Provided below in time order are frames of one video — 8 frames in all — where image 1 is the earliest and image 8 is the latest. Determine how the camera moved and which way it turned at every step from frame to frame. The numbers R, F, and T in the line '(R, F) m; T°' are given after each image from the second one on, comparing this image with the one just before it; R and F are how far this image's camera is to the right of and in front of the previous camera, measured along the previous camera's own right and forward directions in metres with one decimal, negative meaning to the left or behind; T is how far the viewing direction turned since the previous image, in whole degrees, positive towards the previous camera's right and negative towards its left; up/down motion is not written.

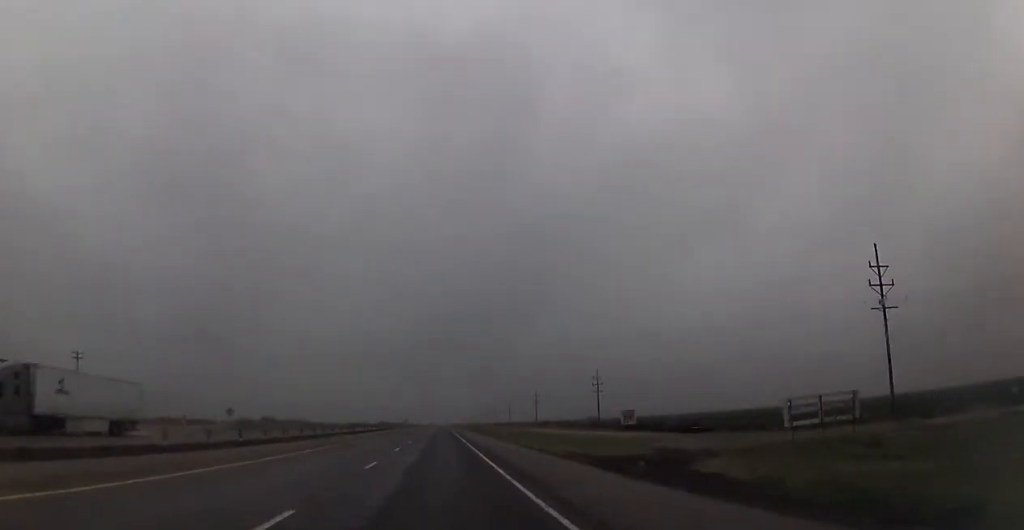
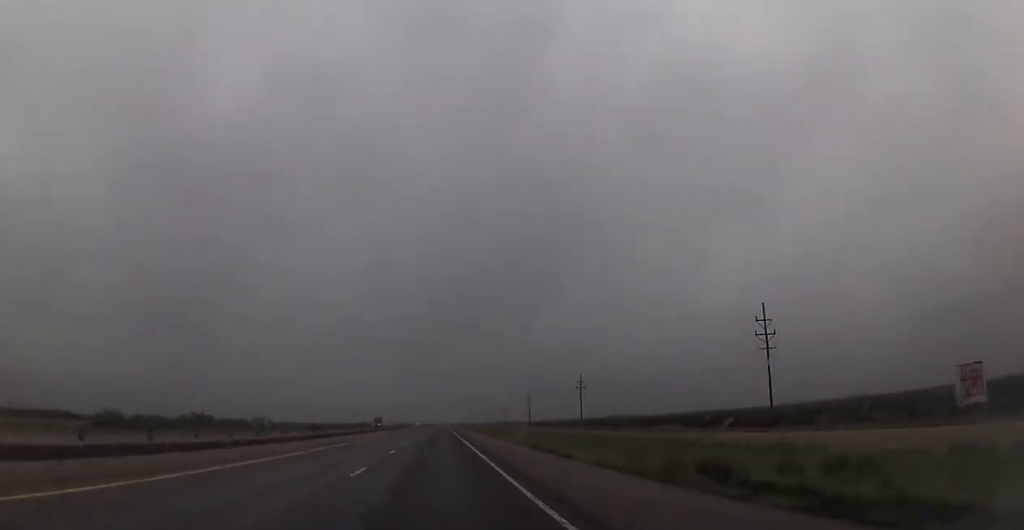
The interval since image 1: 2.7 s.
(+0.3, +99.3) m; 0°
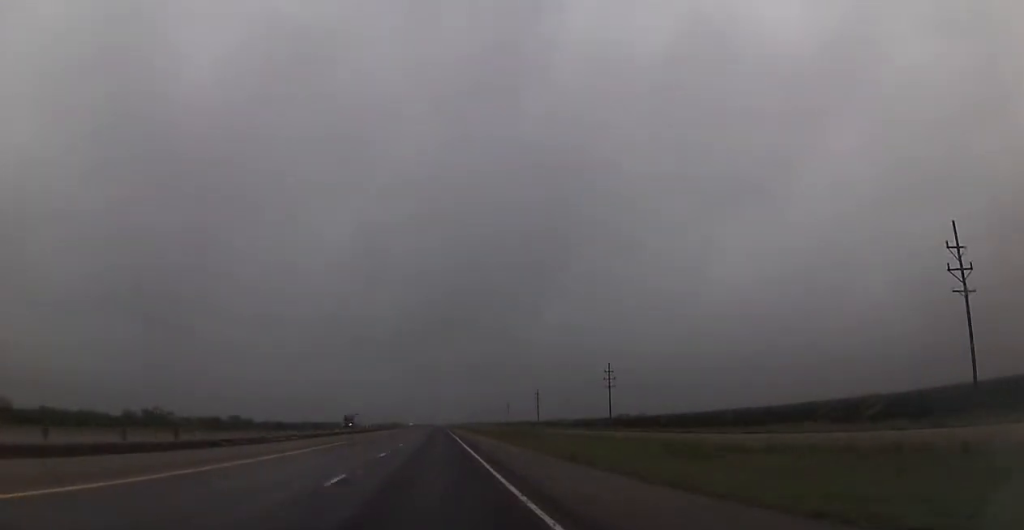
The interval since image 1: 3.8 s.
(0.0, +38.7) m; 0°
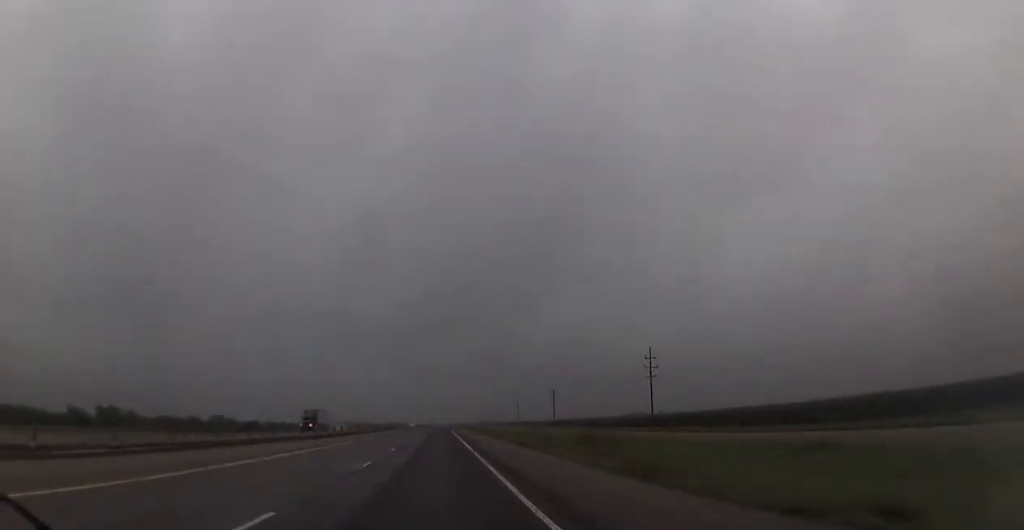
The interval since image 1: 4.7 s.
(0.0, +31.4) m; 0°
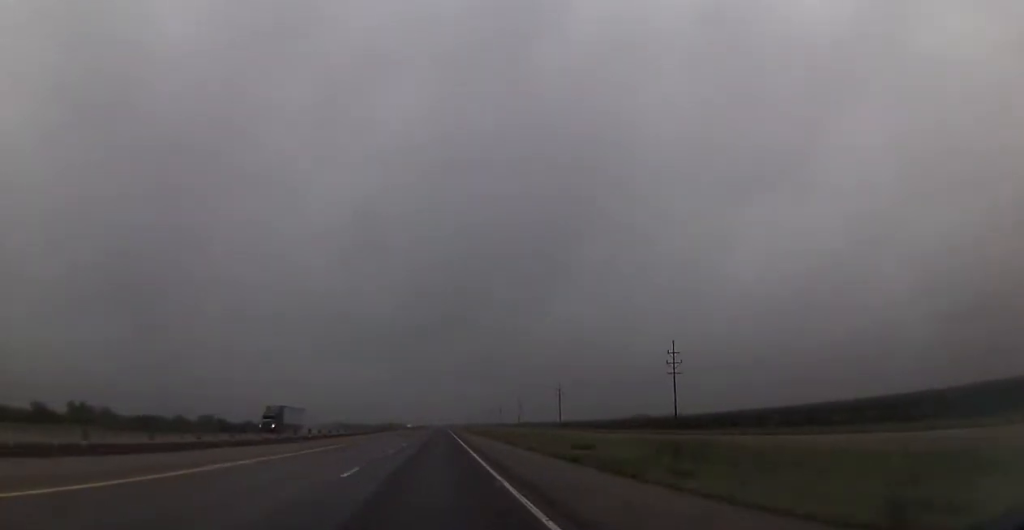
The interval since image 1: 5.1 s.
(0.0, +14.5) m; 0°
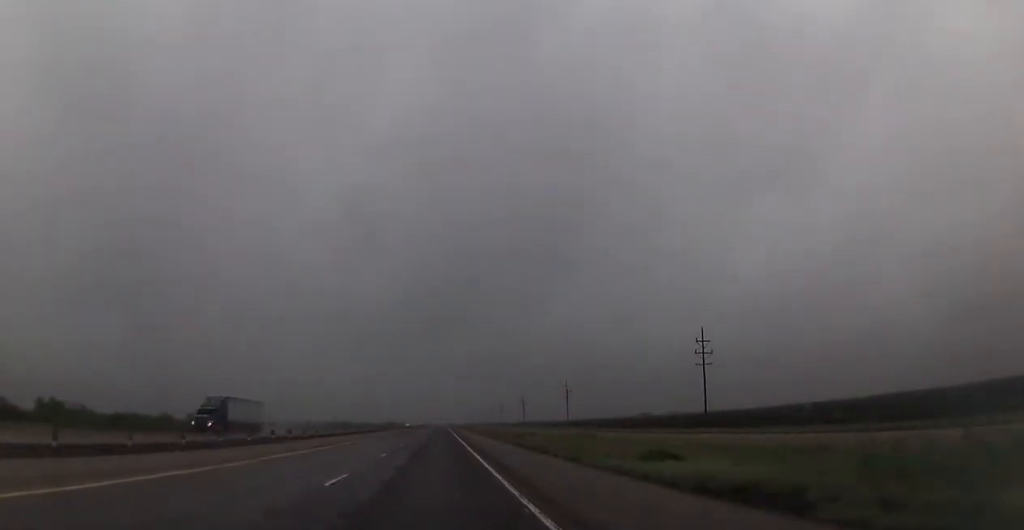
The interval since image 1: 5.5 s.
(0.0, +14.5) m; 0°
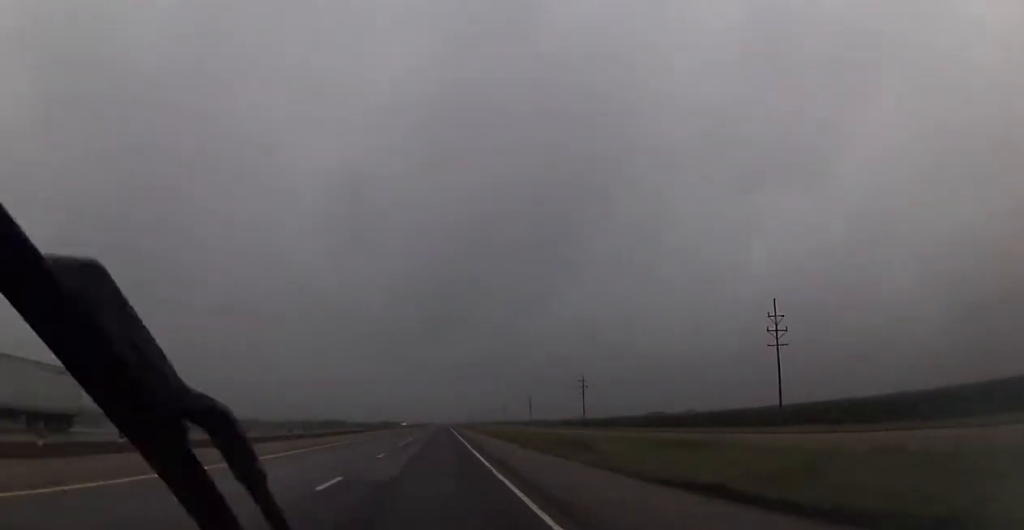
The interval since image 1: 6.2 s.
(-0.1, +25.4) m; 0°
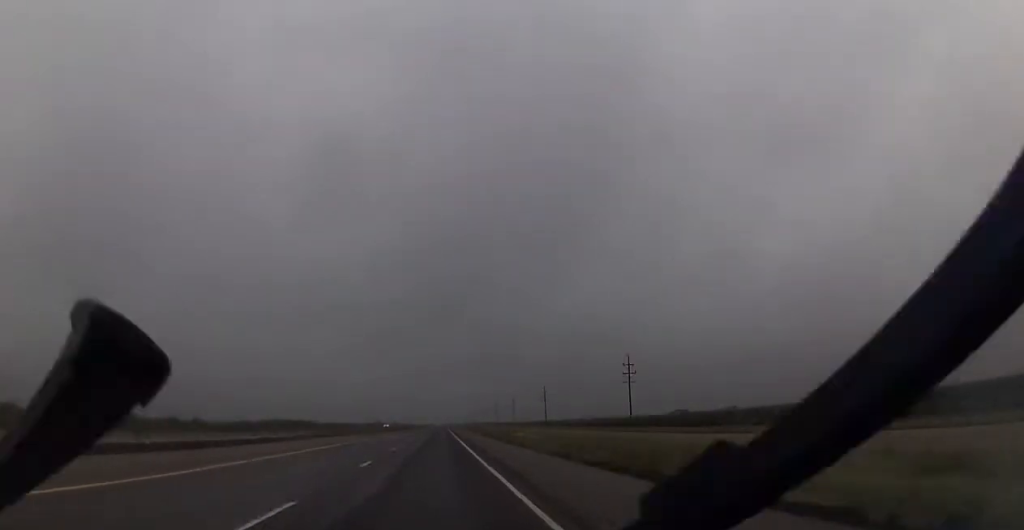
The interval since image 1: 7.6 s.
(+0.4, +53.2) m; +1°
